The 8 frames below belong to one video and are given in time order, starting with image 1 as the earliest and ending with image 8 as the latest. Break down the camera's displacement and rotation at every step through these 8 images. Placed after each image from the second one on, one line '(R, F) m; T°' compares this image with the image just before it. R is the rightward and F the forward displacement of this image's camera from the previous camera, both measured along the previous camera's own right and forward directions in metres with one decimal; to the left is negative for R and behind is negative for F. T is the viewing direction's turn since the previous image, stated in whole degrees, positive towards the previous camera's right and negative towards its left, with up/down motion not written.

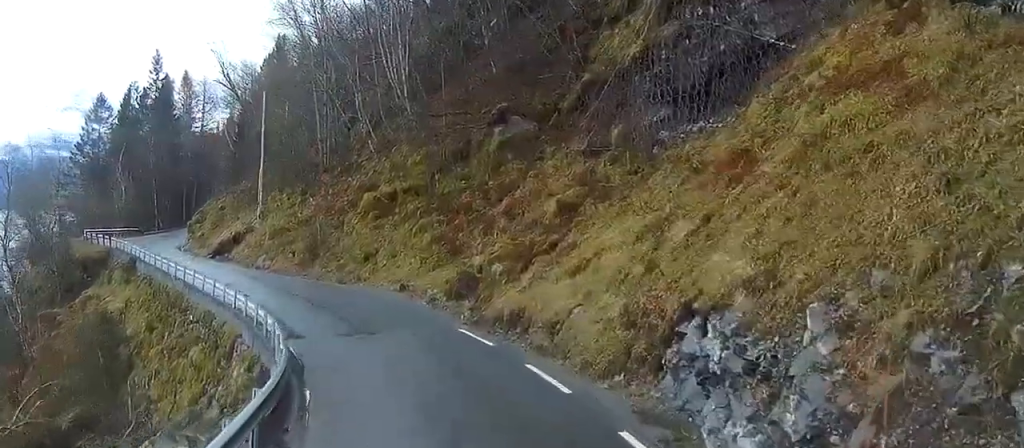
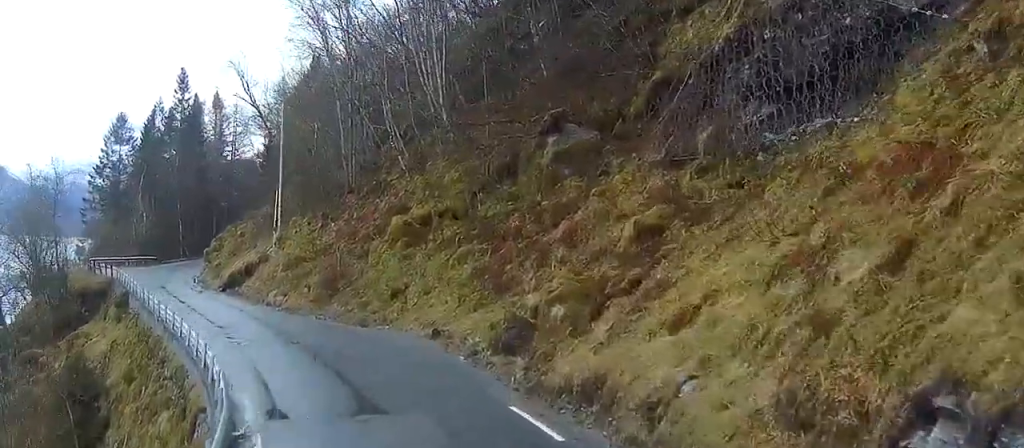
(0.0, +7.7) m; -4°
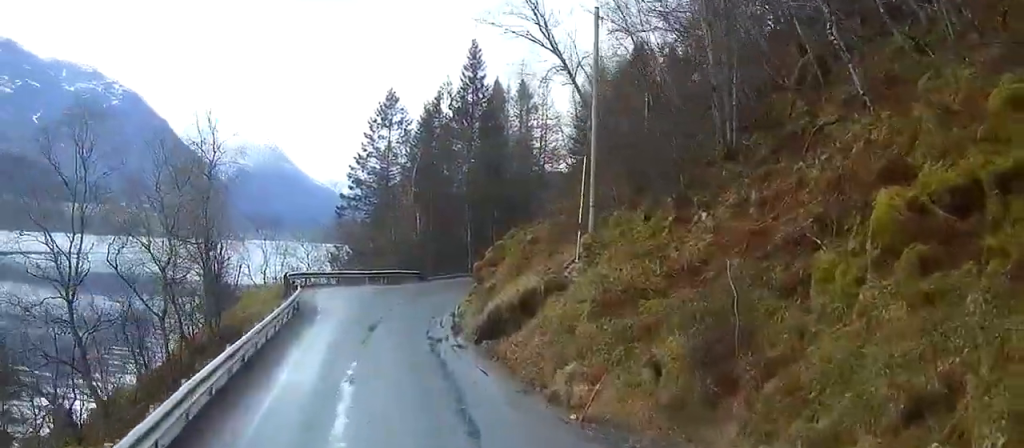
(-3.4, +24.7) m; -17°
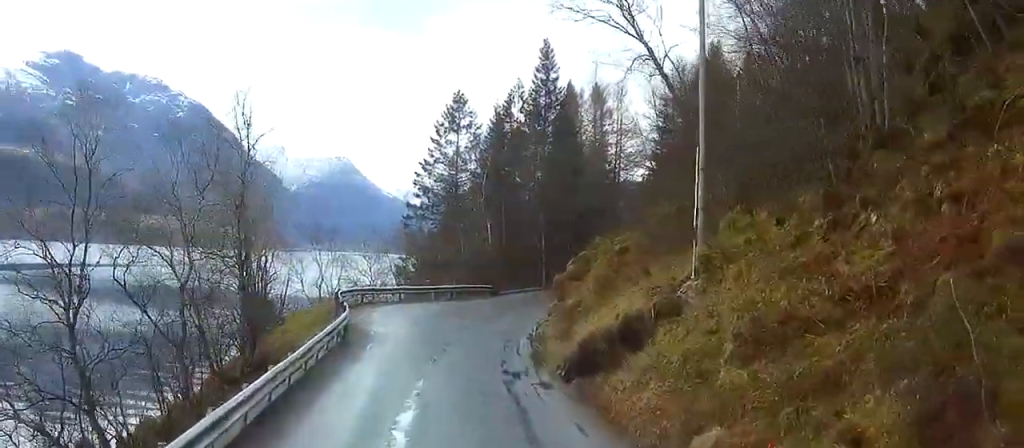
(-0.3, +5.7) m; -3°
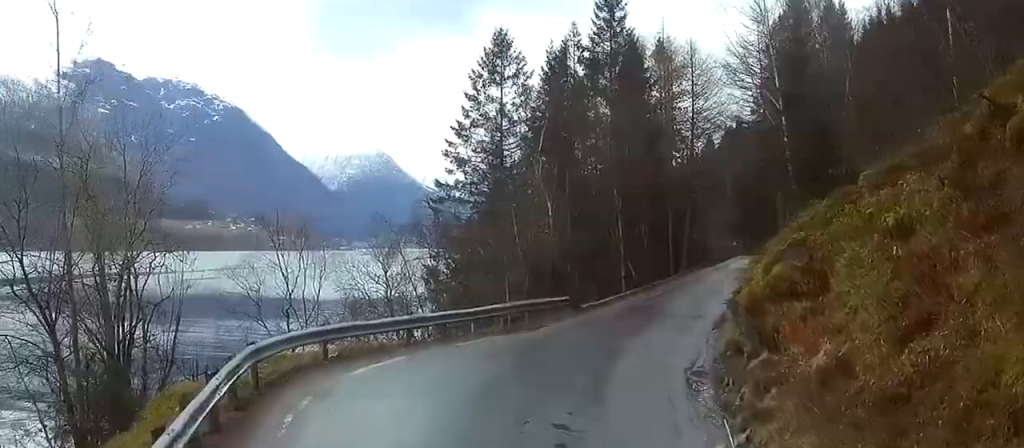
(-1.2, +22.7) m; 0°
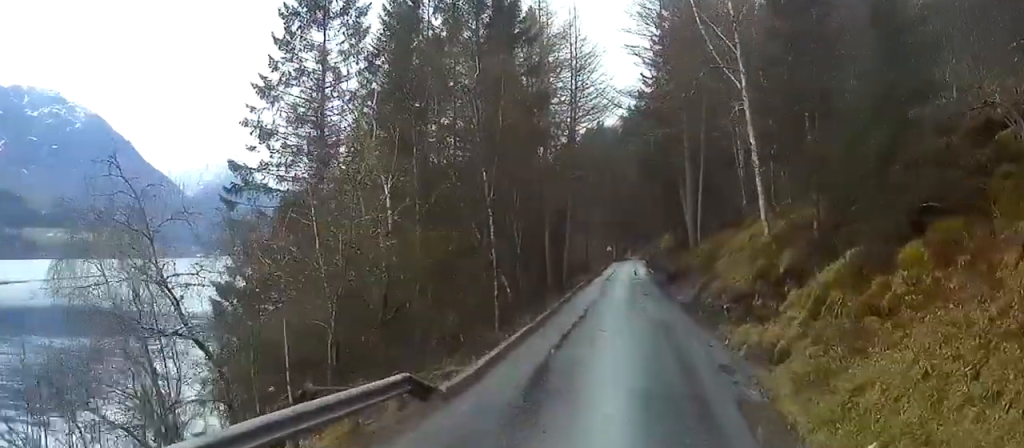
(+1.6, +20.3) m; +7°
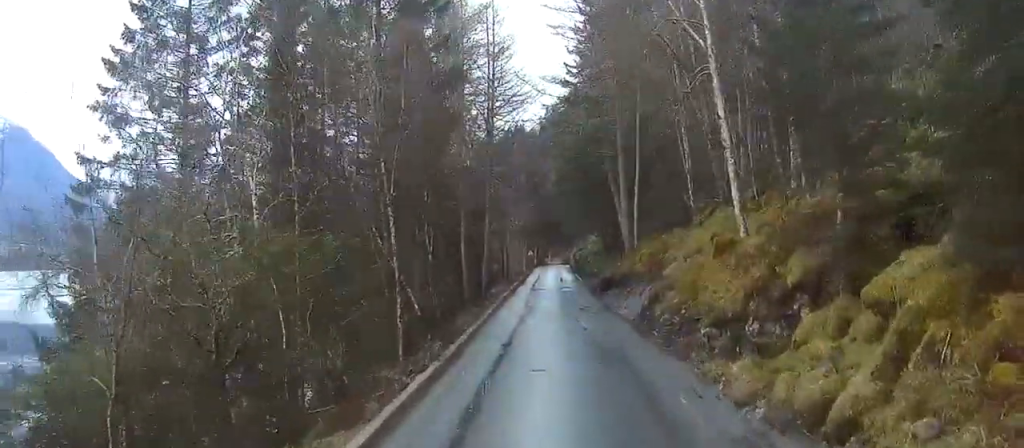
(+0.2, +9.0) m; +3°
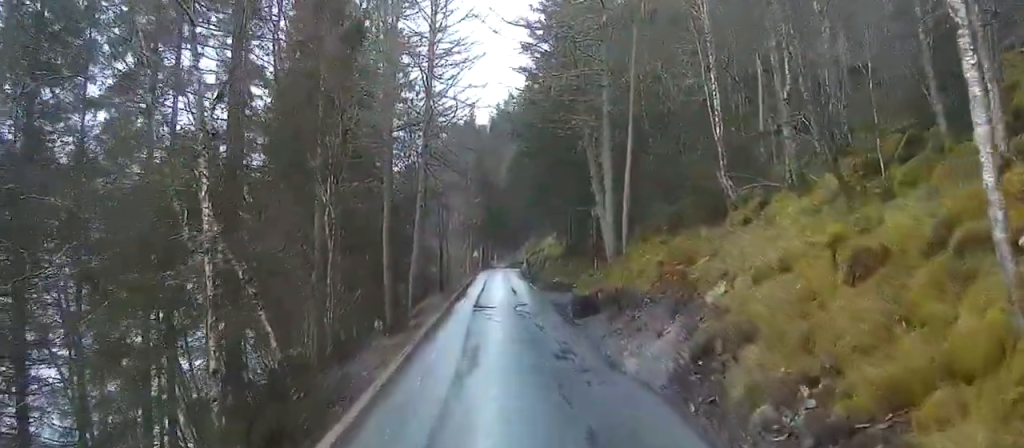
(+1.1, +19.5) m; +4°
